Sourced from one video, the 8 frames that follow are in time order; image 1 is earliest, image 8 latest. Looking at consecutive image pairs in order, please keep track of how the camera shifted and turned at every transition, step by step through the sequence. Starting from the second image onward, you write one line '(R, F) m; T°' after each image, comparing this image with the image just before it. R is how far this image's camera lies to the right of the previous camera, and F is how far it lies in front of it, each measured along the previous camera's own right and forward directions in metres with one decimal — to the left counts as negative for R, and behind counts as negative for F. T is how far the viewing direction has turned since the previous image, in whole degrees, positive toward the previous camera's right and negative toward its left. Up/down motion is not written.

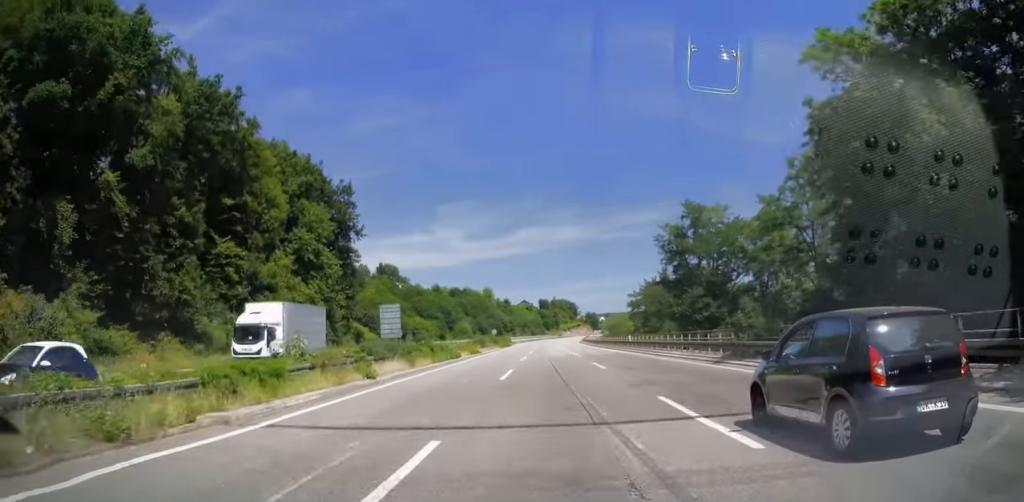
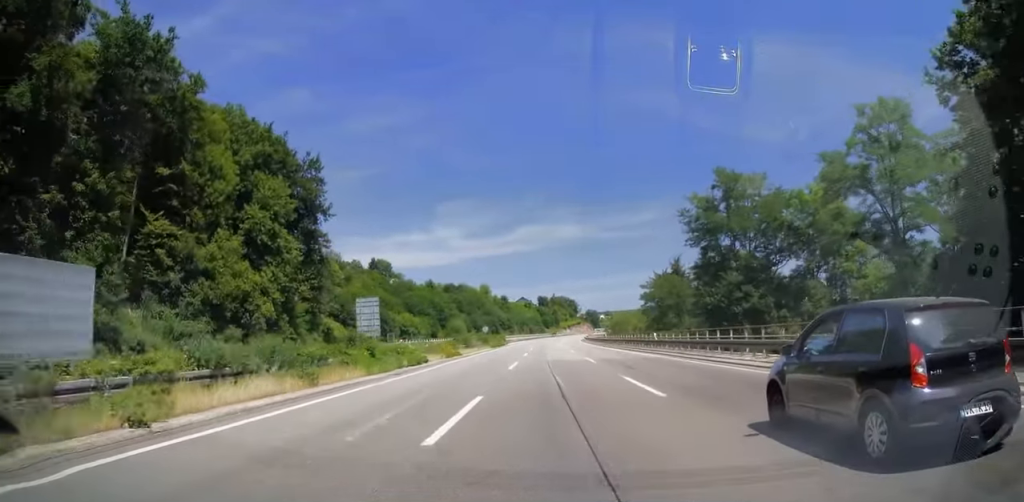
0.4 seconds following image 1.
(+0.1, +12.5) m; 0°
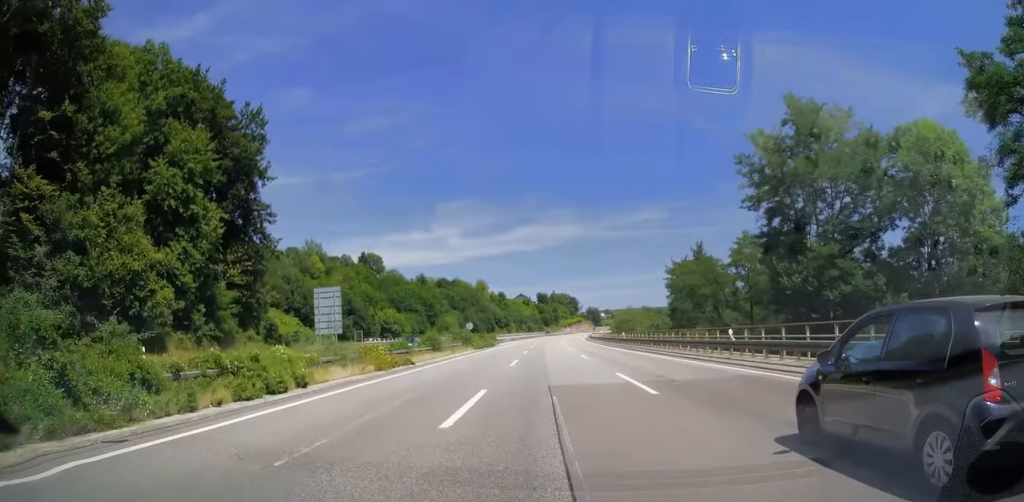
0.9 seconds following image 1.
(+0.1, +16.7) m; 0°
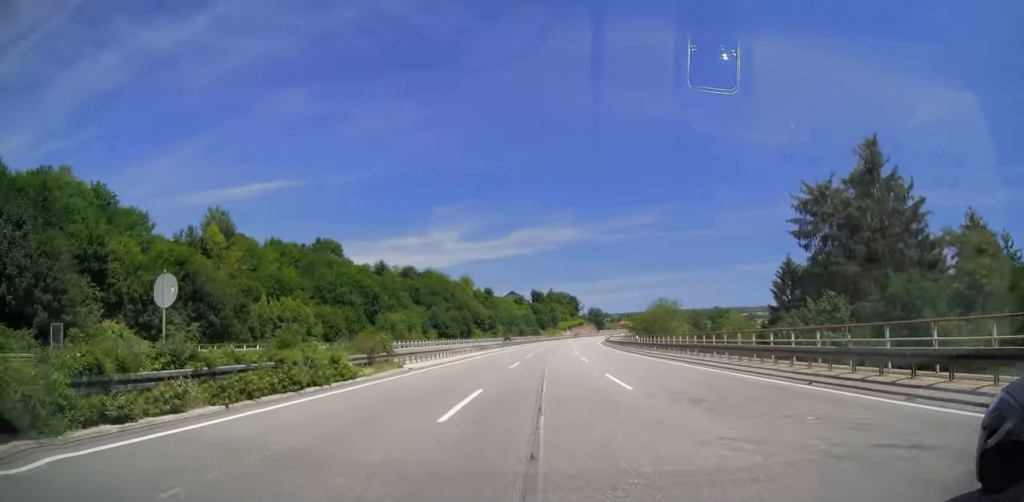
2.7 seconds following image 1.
(-0.3, +53.7) m; 0°
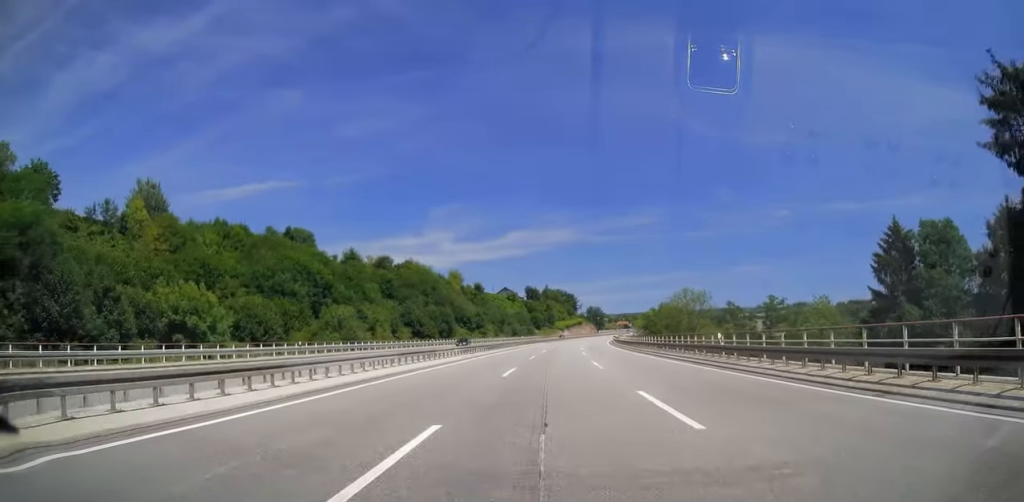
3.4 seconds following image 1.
(0.0, +24.5) m; 0°
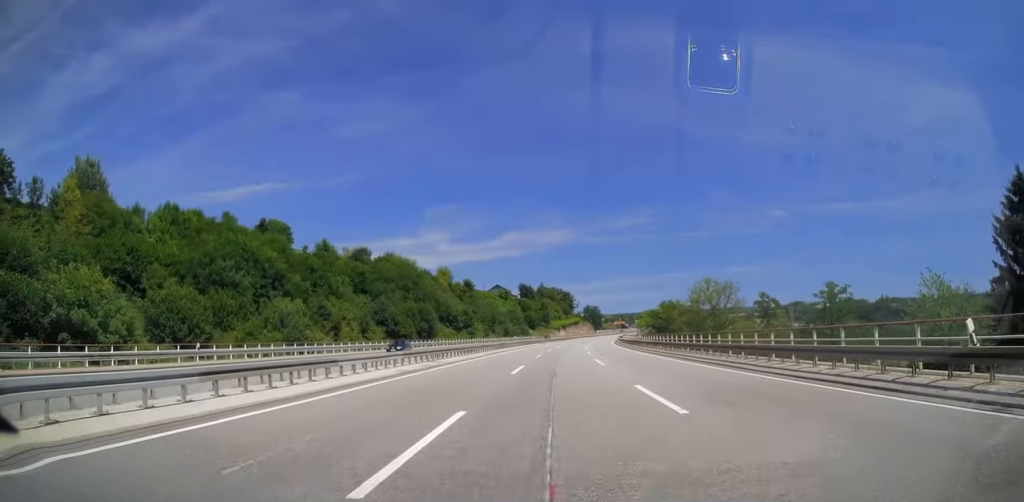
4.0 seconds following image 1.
(-0.1, +16.2) m; 0°
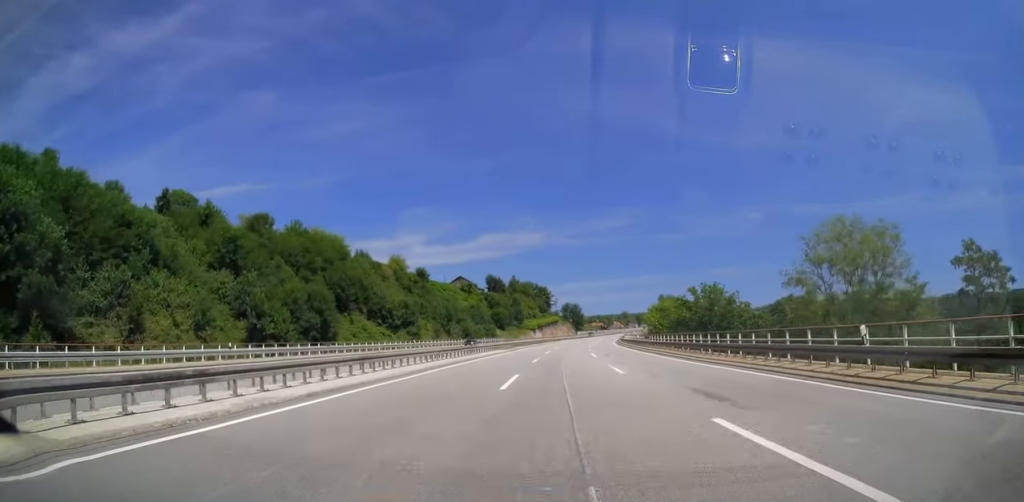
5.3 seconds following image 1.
(+0.7, +43.0) m; +2°
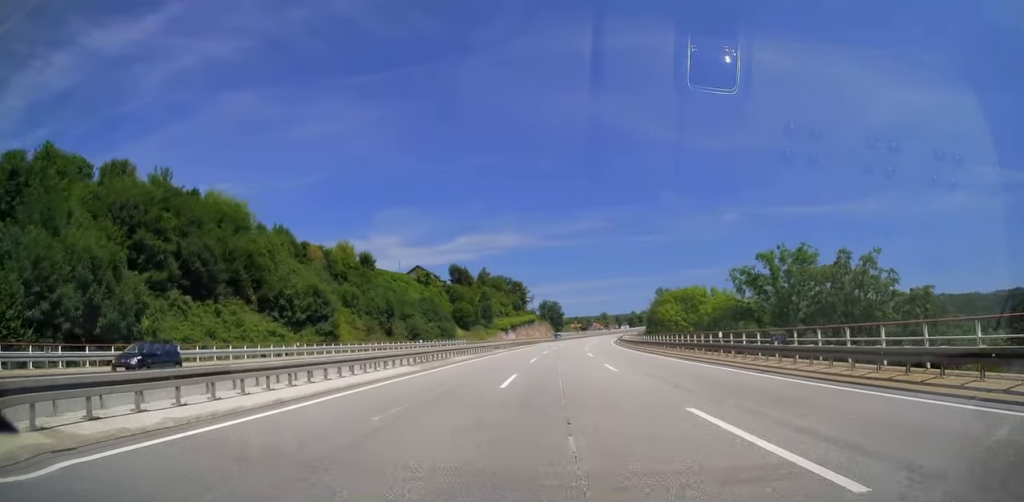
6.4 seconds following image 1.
(+0.5, +35.2) m; +2°
